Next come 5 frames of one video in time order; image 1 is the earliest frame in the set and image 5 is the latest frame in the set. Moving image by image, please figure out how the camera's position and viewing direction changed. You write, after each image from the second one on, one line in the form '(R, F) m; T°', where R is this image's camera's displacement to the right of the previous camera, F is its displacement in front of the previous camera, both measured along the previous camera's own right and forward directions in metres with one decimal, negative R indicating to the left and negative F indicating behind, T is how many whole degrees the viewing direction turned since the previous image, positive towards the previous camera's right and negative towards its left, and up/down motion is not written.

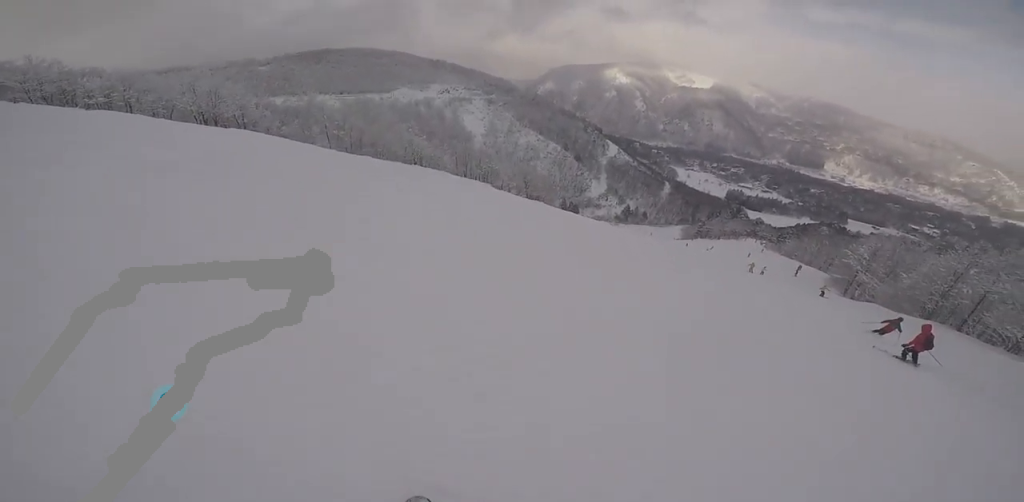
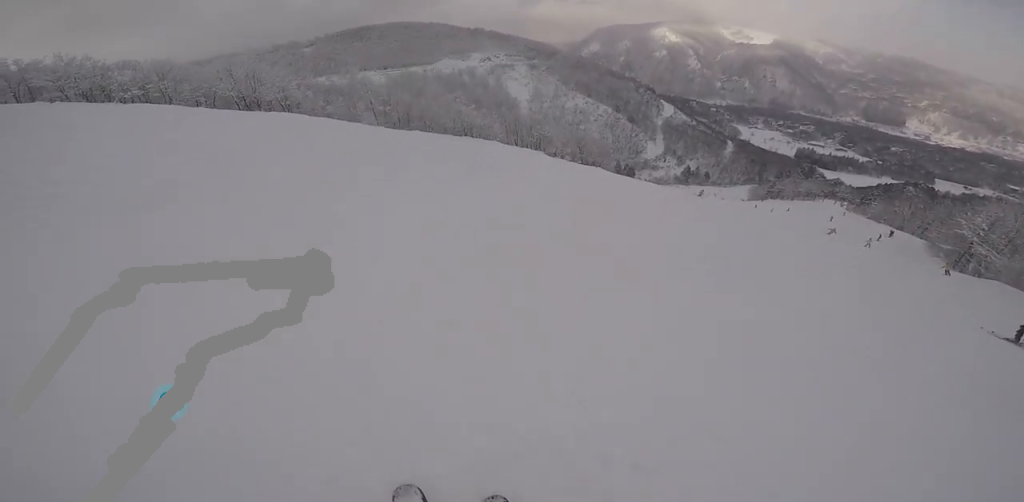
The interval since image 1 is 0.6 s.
(+0.1, +3.1) m; +7°
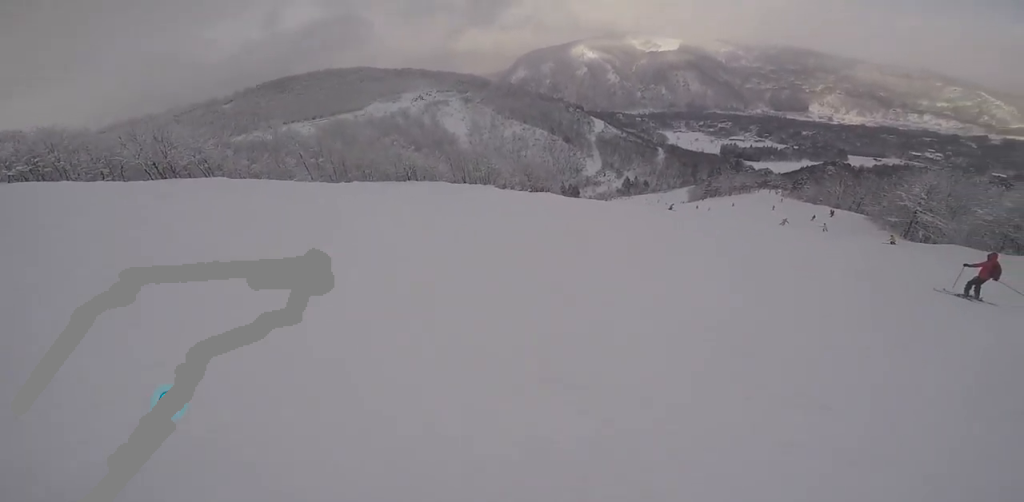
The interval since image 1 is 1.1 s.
(+0.1, +2.6) m; +11°
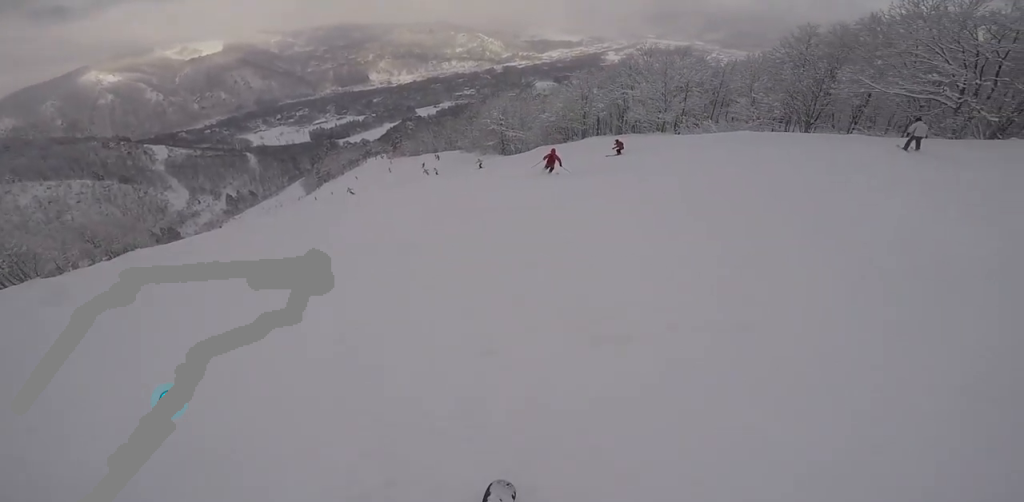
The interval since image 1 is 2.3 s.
(+1.5, +5.0) m; +43°
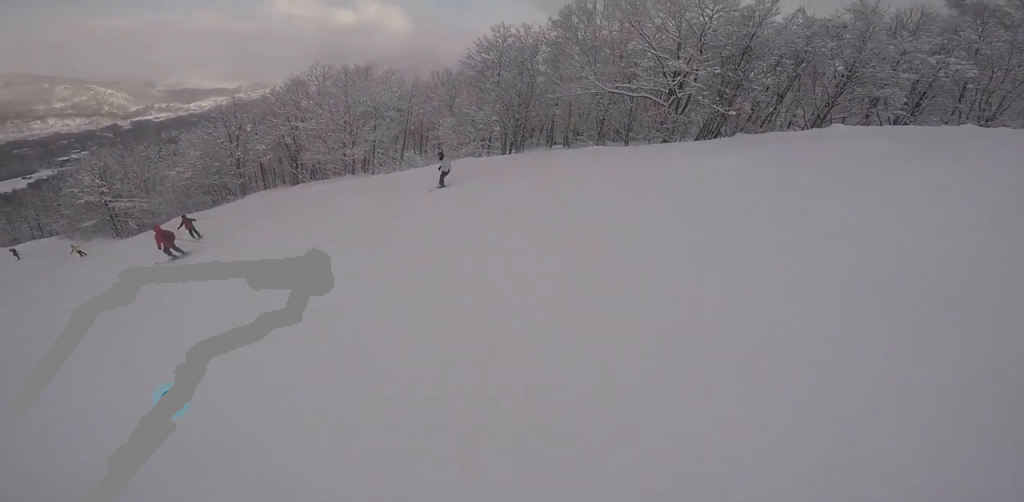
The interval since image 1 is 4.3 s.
(+5.5, +9.0) m; +42°
